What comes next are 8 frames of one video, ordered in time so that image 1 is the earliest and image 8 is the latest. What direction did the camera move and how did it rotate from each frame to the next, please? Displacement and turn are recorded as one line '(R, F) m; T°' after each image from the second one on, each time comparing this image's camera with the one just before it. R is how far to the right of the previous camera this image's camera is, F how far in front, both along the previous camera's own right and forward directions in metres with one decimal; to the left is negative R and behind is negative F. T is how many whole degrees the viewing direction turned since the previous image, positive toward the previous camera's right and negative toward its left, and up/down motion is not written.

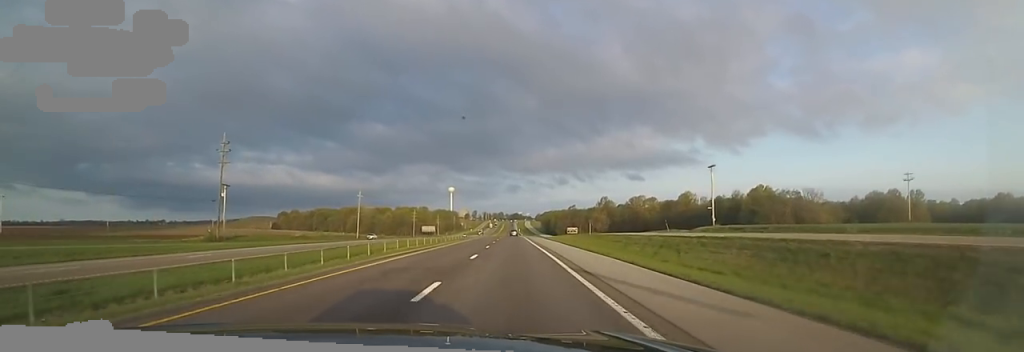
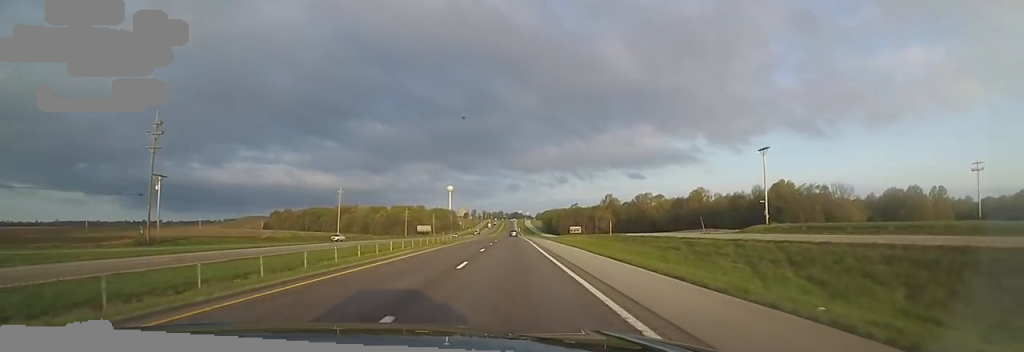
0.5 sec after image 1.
(-0.7, +17.5) m; 0°
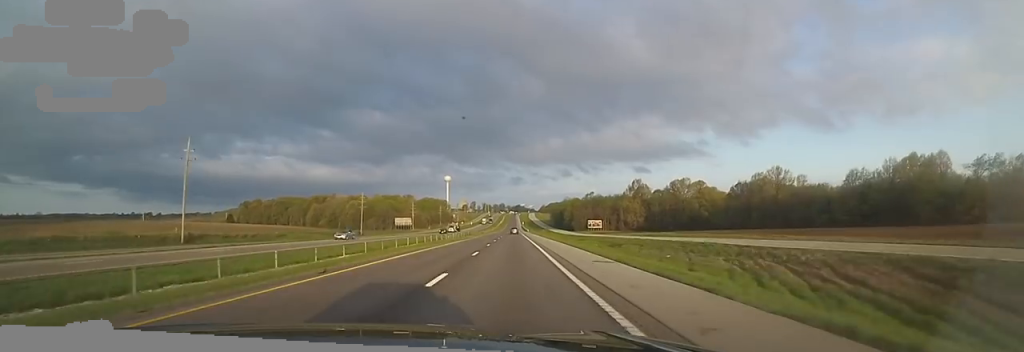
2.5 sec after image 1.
(+1.8, +67.6) m; +2°
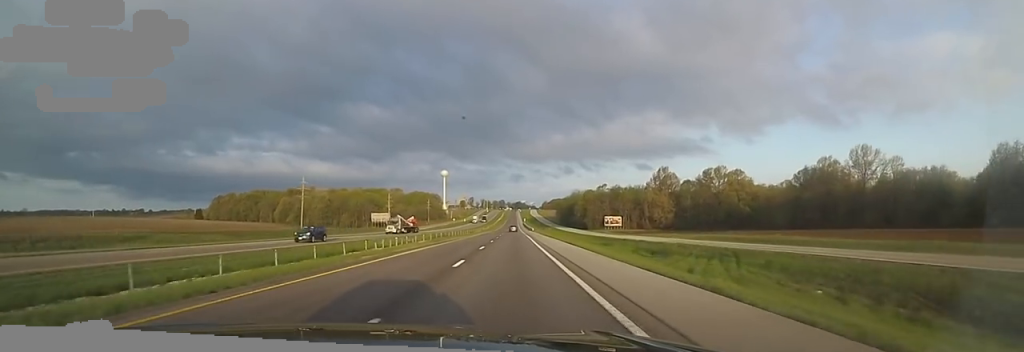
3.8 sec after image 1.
(0.0, +43.4) m; 0°
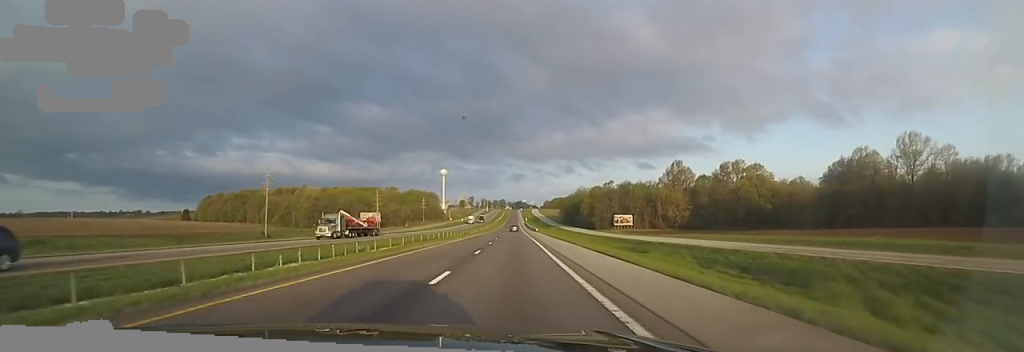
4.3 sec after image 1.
(0.0, +16.6) m; 0°
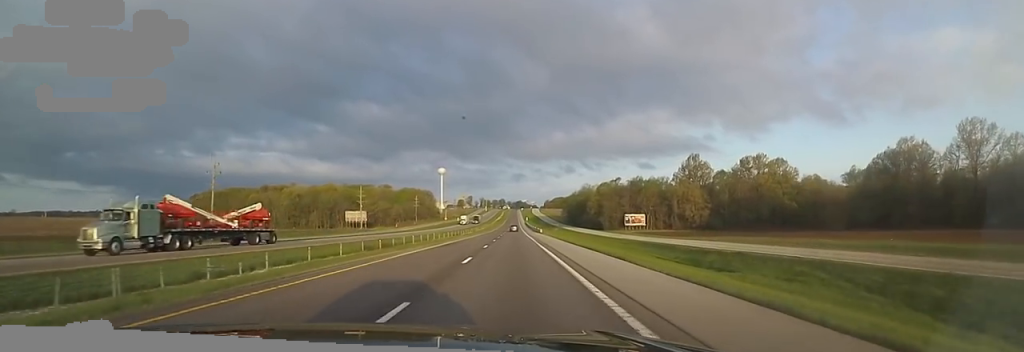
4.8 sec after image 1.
(0.0, +17.7) m; 0°
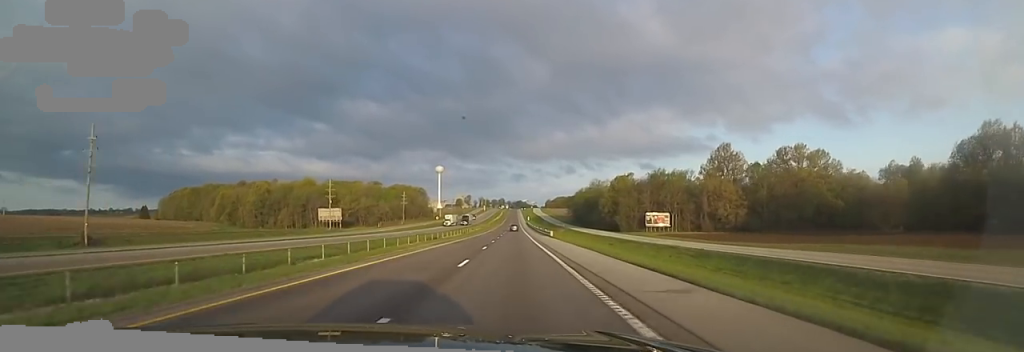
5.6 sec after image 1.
(0.0, +25.7) m; 0°
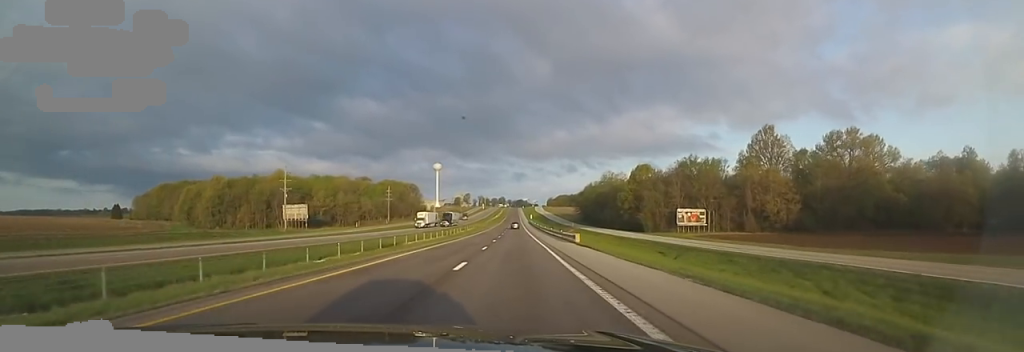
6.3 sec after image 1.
(0.0, +25.9) m; 0°
